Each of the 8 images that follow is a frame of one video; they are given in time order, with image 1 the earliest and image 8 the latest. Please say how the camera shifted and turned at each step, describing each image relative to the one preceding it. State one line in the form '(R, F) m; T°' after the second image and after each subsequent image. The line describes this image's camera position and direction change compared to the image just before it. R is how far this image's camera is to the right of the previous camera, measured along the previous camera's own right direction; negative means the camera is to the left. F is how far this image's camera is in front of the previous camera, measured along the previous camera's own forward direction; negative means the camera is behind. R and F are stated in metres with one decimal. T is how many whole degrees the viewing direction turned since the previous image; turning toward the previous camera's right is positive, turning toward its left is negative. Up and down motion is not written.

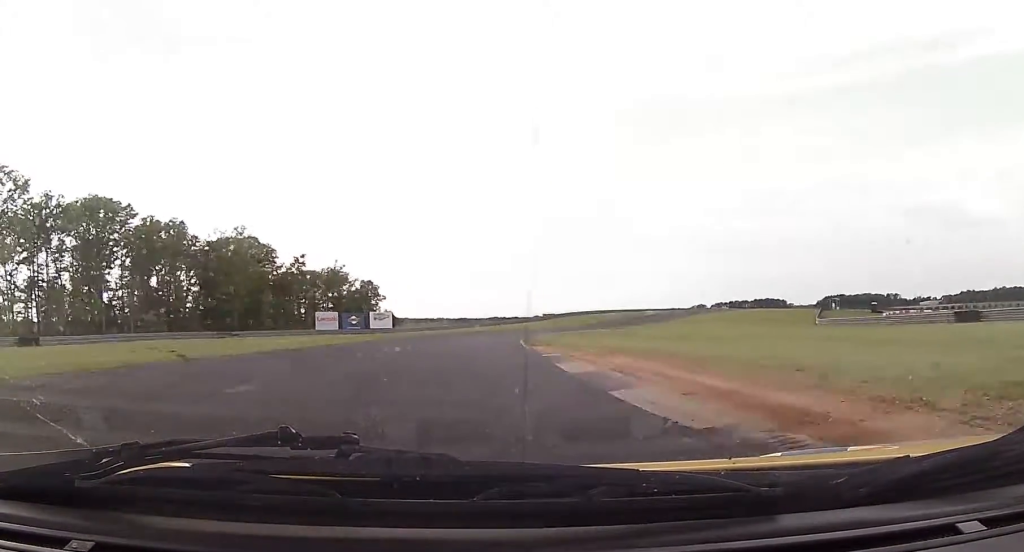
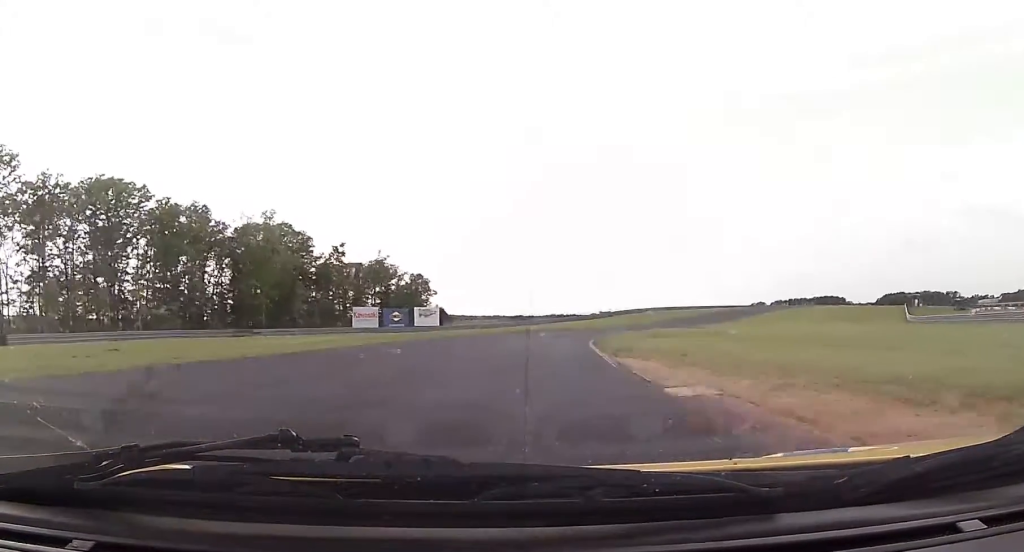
(-1.0, +12.5) m; -3°
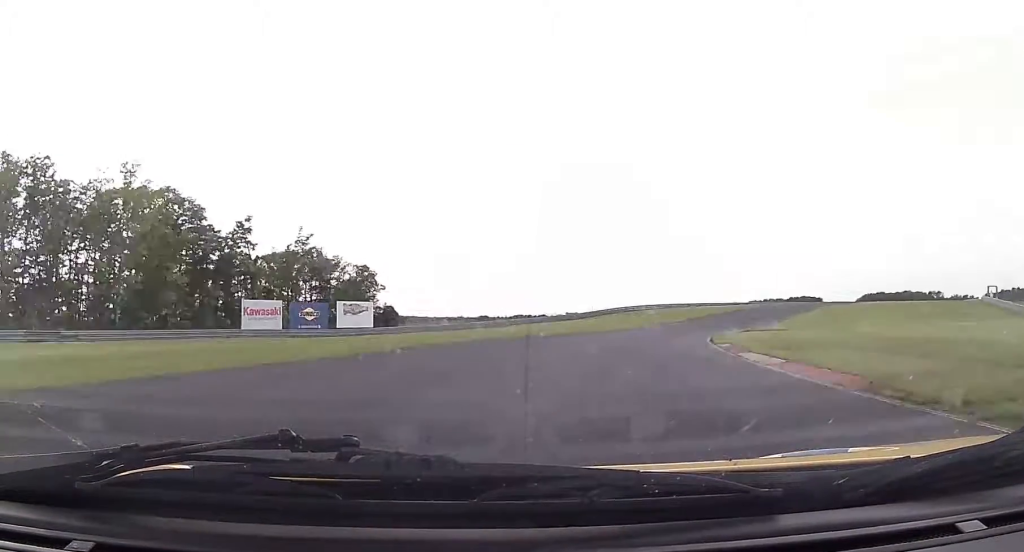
(-1.9, +34.8) m; -1°
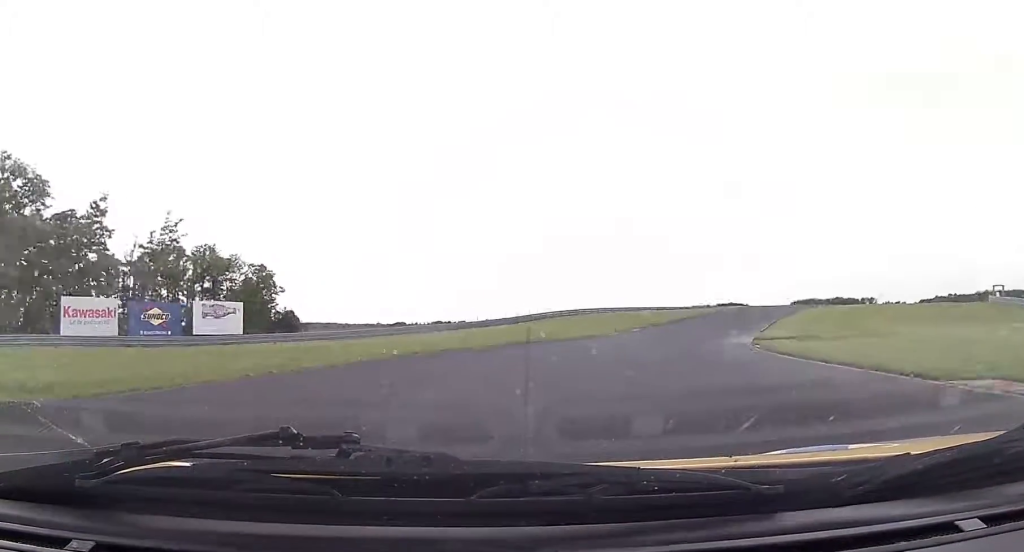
(+0.5, +20.3) m; +4°
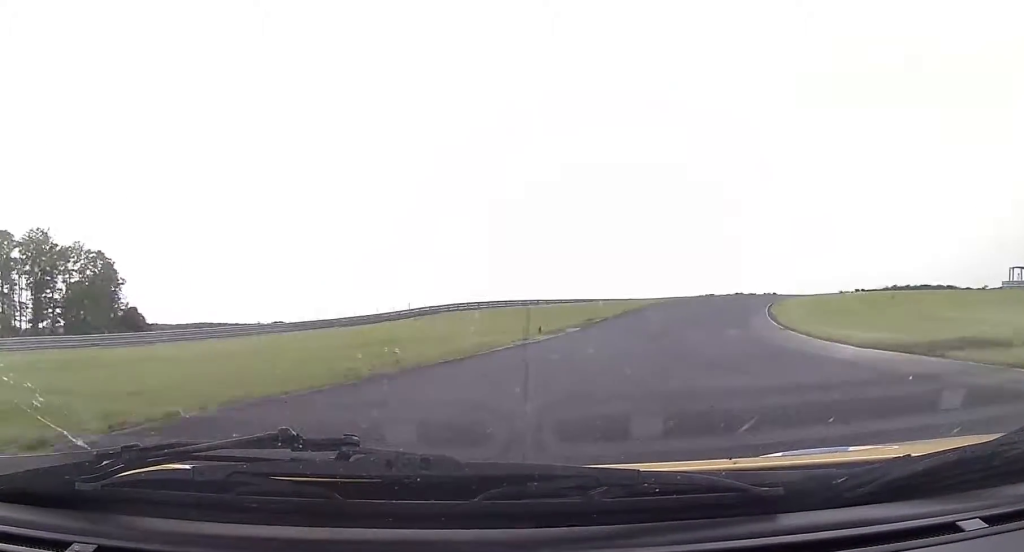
(+1.5, +25.4) m; +9°
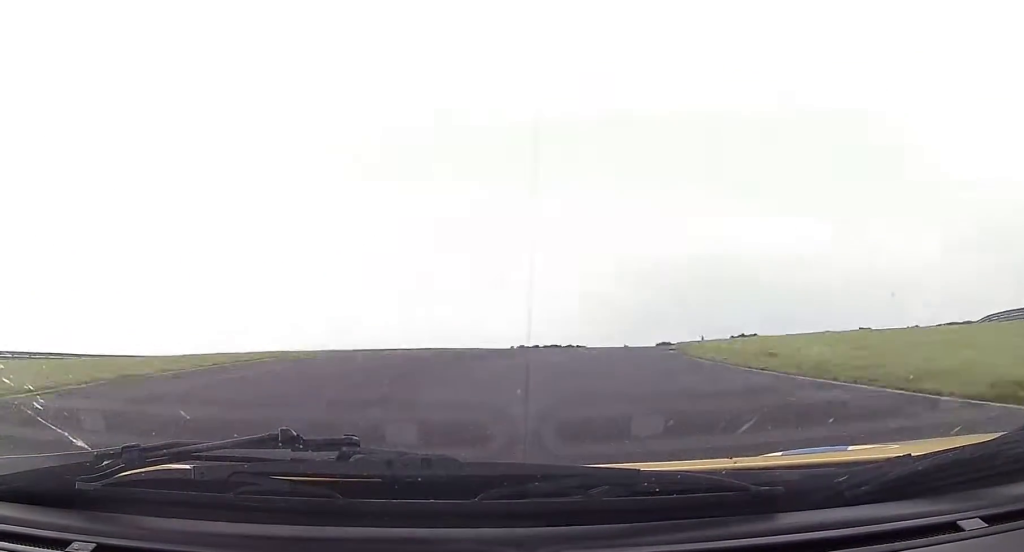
(+12.0, +53.0) m; +31°
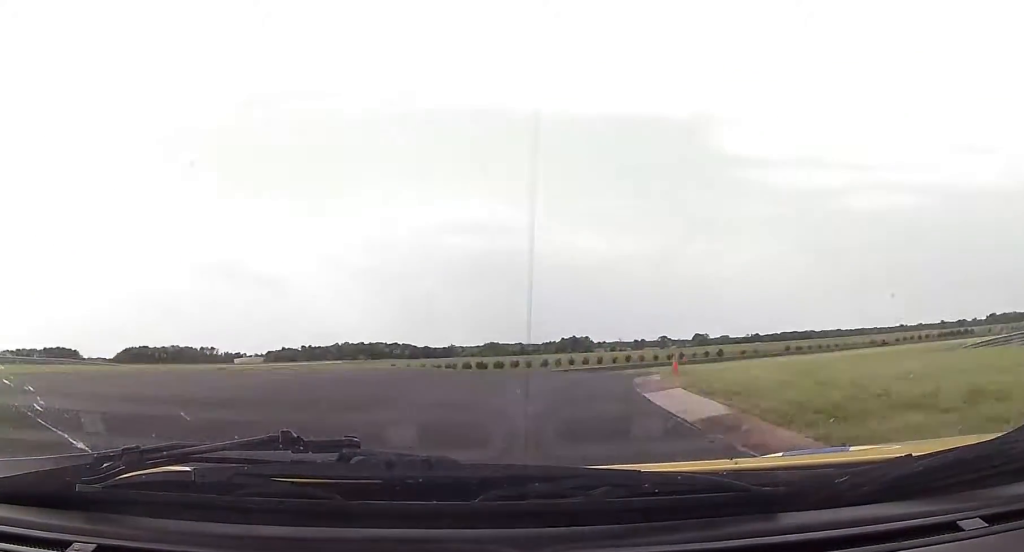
(+3.4, +20.9) m; +14°
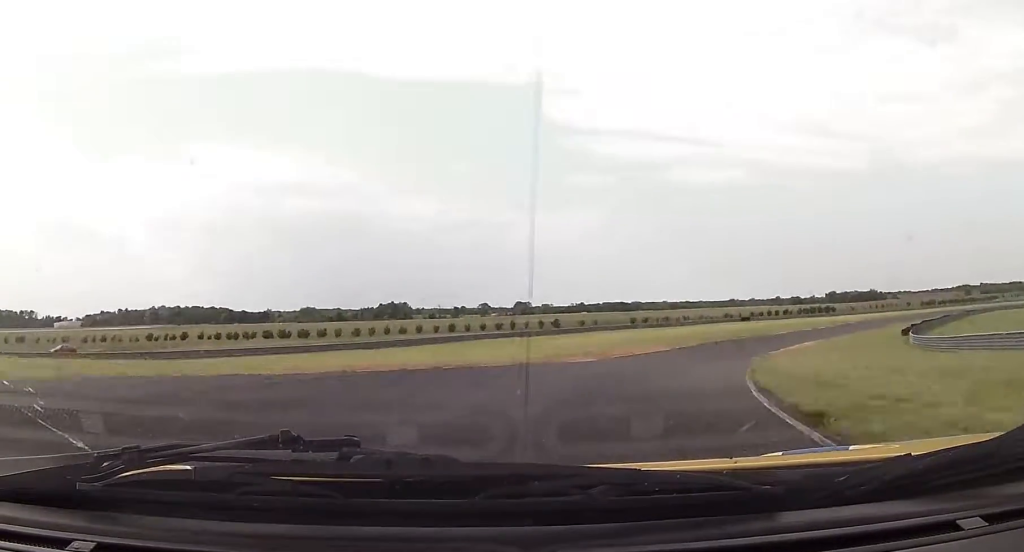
(+3.1, +22.7) m; +13°
